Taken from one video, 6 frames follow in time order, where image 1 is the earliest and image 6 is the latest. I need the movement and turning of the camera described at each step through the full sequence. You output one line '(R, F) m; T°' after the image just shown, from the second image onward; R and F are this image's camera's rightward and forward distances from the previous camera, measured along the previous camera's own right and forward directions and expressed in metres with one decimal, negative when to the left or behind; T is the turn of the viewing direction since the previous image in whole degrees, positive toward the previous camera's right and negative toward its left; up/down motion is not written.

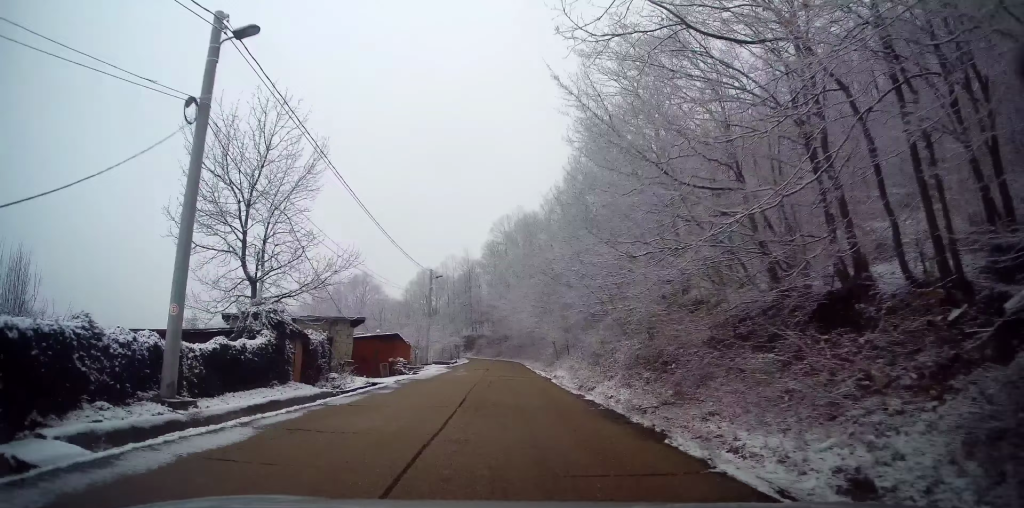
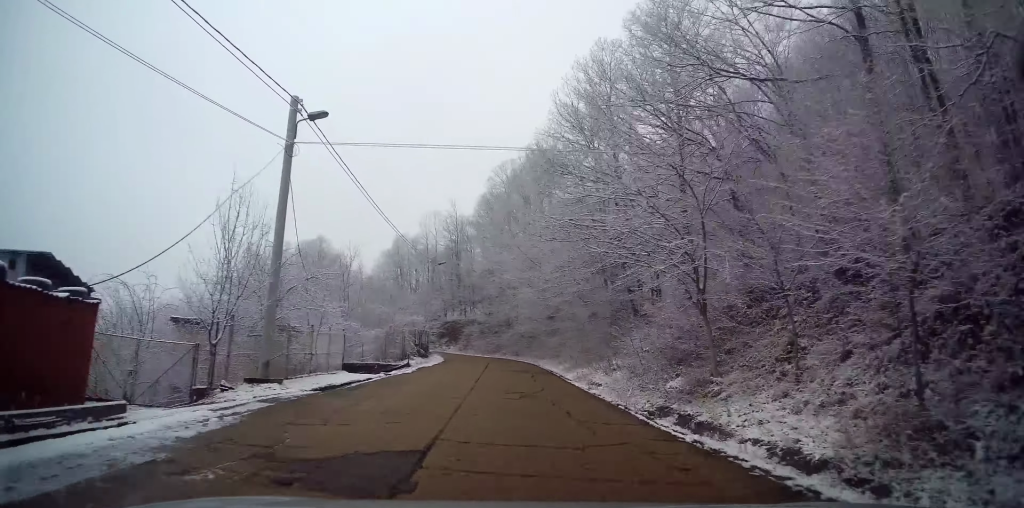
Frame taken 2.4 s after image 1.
(-1.1, +32.5) m; -1°
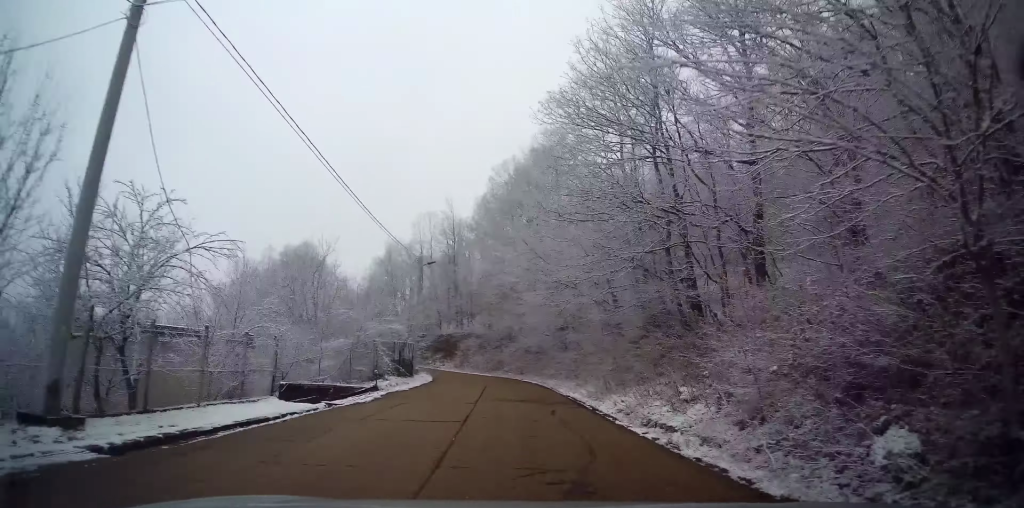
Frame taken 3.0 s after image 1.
(+0.2, +8.1) m; +1°
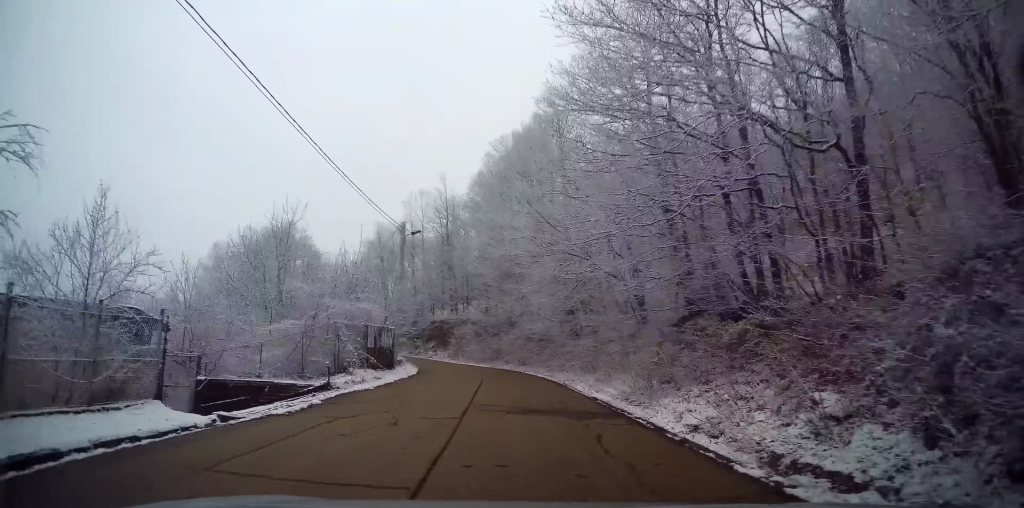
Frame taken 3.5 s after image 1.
(0.0, +6.3) m; 0°
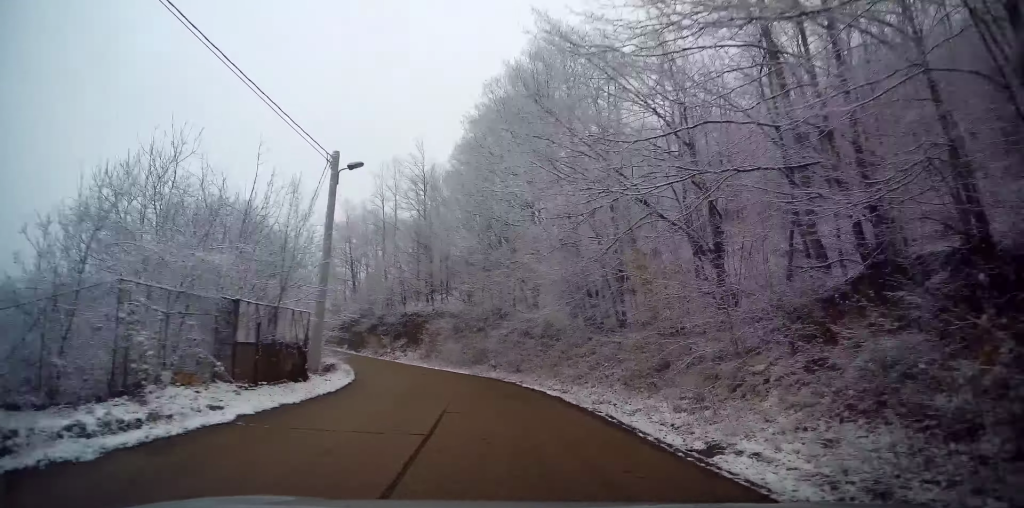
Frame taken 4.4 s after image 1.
(0.0, +11.7) m; -1°
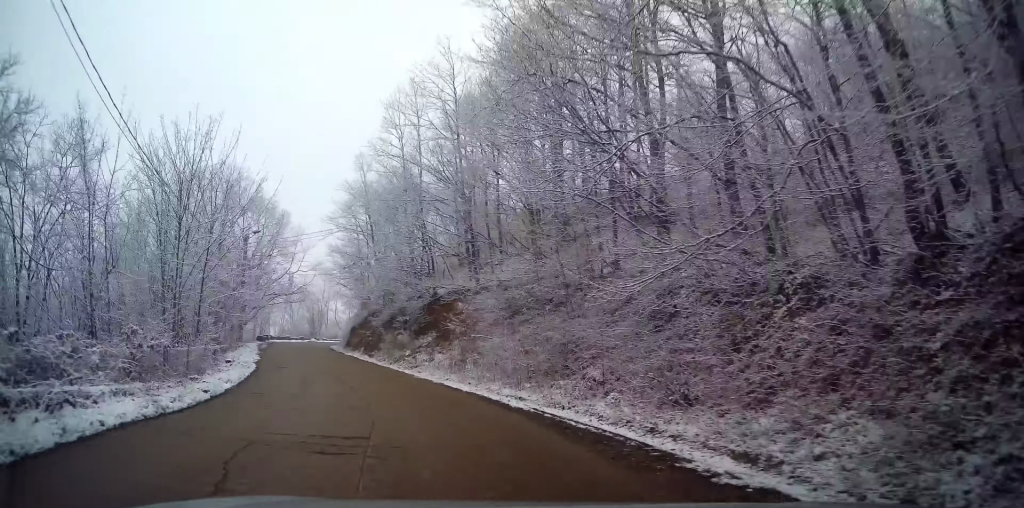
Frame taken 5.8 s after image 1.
(-0.6, +19.0) m; -8°
